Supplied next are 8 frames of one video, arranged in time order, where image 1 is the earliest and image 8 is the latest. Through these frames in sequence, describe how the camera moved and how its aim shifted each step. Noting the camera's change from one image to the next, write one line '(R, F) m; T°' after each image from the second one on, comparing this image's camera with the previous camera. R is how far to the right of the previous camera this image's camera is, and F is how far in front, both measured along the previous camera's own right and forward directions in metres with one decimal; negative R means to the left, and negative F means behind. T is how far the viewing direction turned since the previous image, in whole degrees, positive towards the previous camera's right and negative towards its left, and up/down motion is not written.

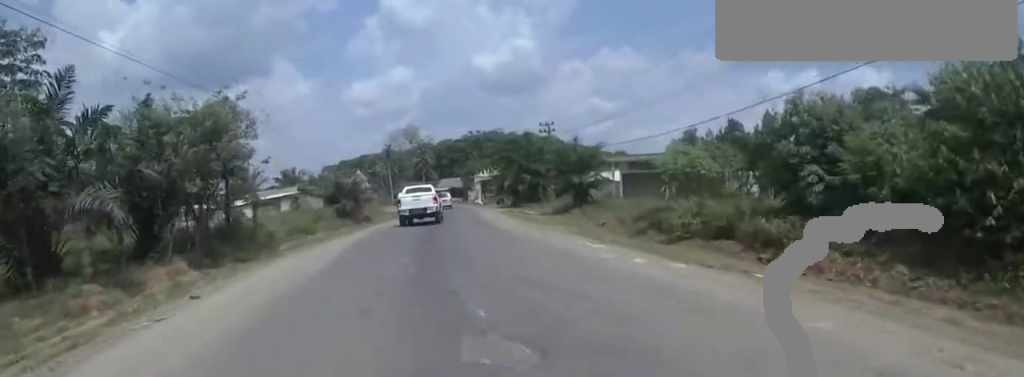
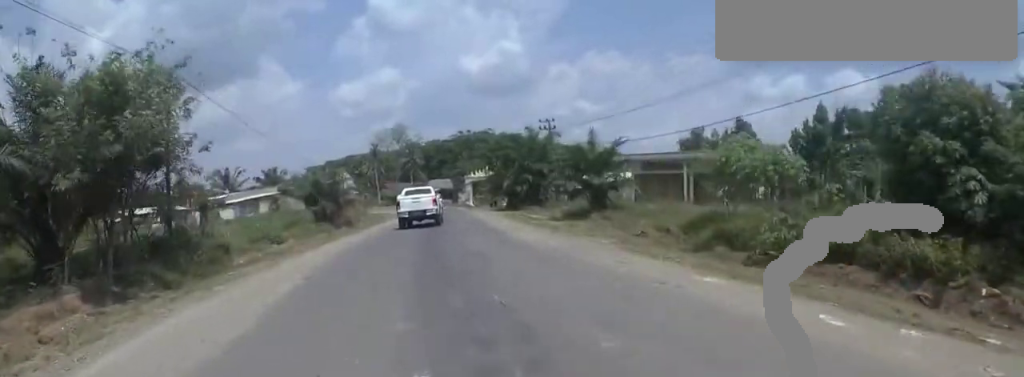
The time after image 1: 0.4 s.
(0.0, +4.5) m; +1°
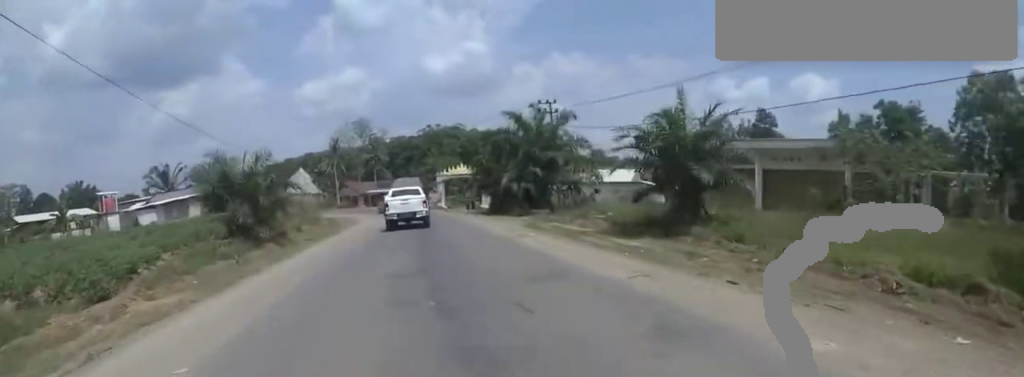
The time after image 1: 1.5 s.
(+0.5, +11.1) m; +2°
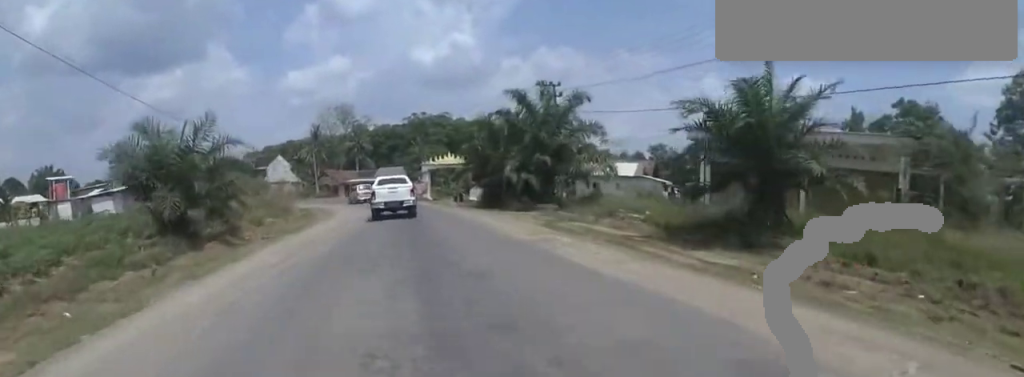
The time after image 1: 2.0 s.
(+0.1, +4.6) m; -1°
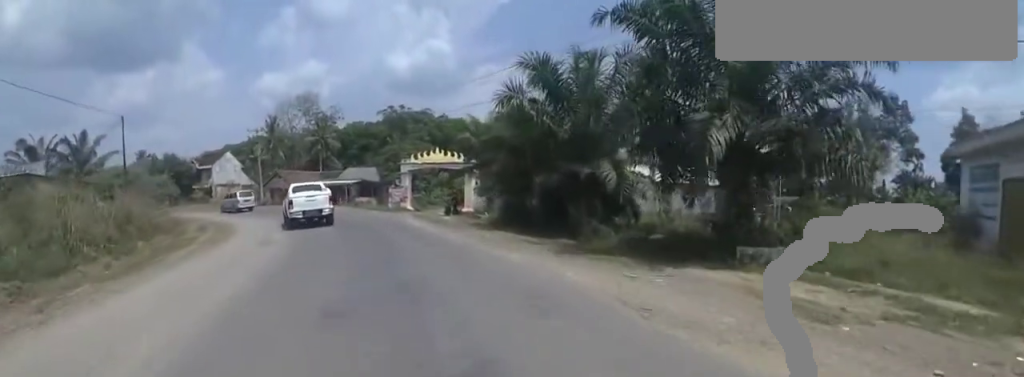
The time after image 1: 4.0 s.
(+0.8, +17.2) m; +4°
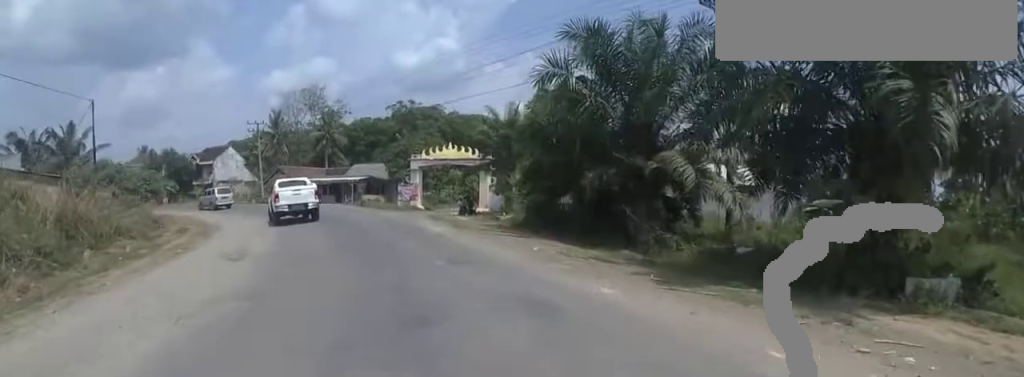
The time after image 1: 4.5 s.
(0.0, +3.6) m; -2°
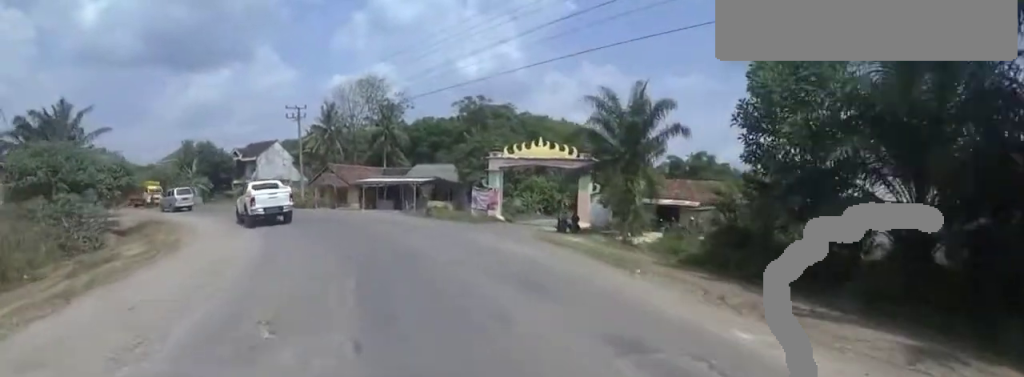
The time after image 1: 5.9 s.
(-1.3, +10.4) m; -14°
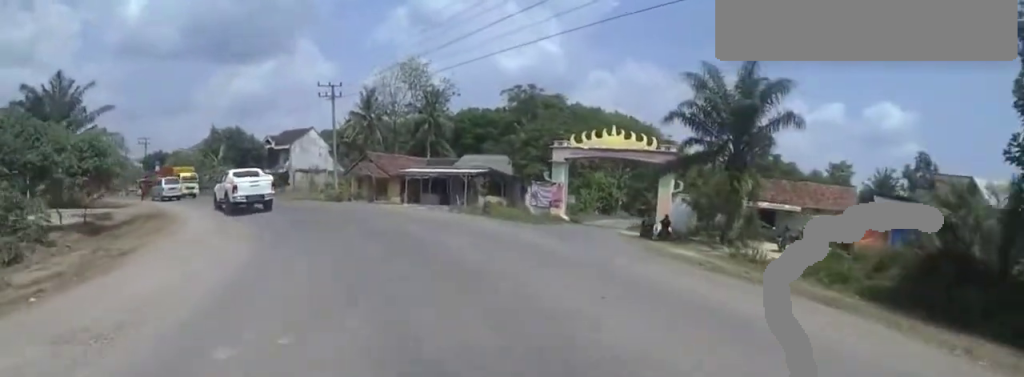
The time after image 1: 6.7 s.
(-0.4, +5.3) m; -6°
